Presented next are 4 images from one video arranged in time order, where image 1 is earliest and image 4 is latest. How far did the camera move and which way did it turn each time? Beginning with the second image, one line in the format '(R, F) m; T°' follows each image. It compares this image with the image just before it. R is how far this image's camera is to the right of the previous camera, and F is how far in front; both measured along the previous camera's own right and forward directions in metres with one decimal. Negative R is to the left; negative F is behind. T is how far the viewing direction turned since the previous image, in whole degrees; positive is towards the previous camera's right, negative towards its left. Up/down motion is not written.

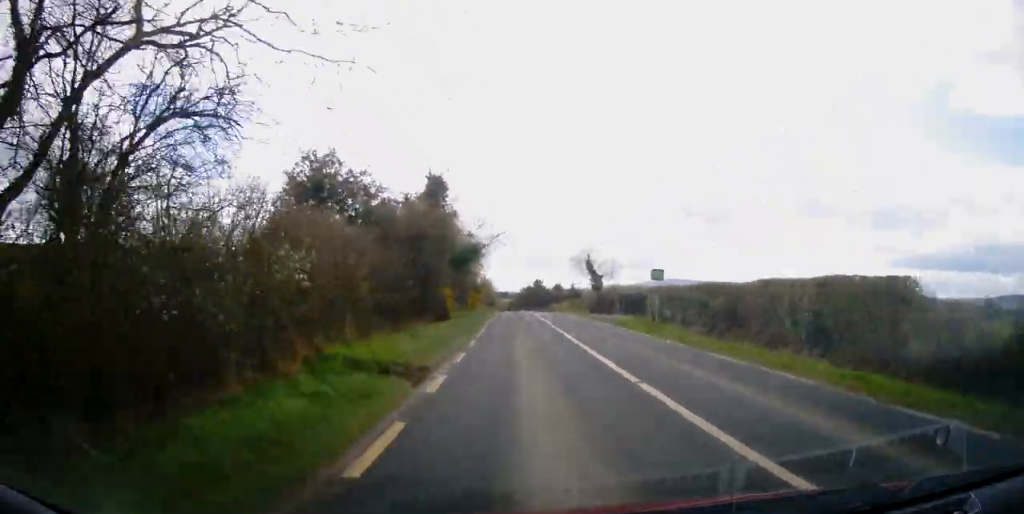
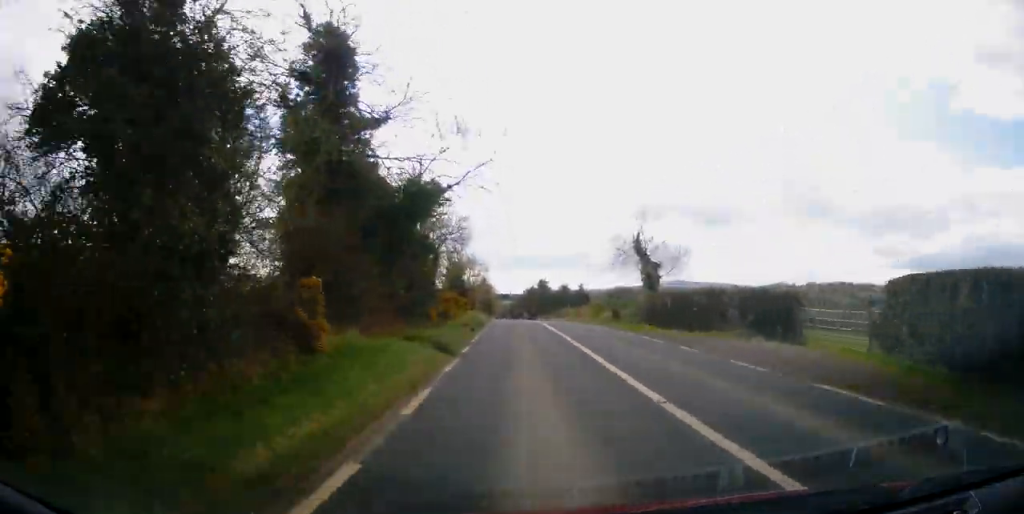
(+0.3, +26.1) m; +1°
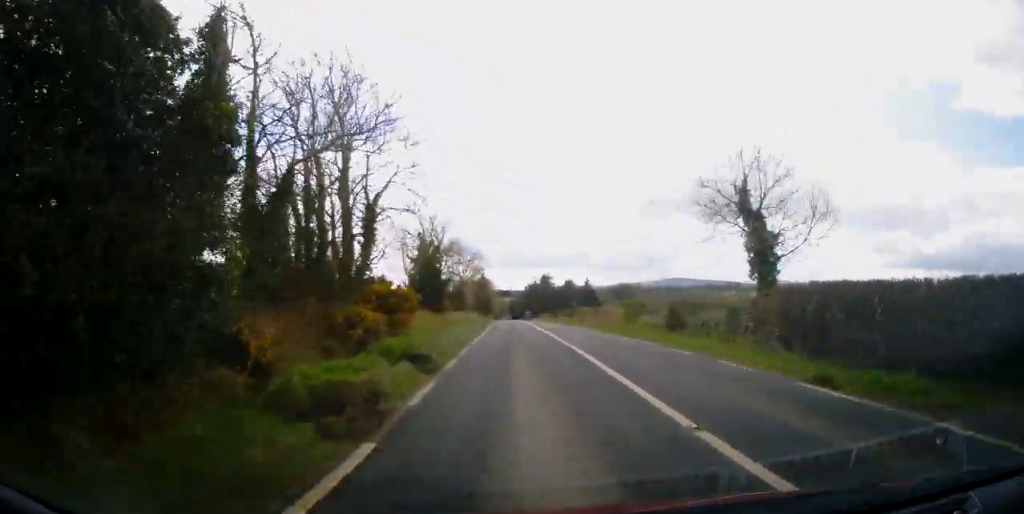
(0.0, +19.8) m; 0°
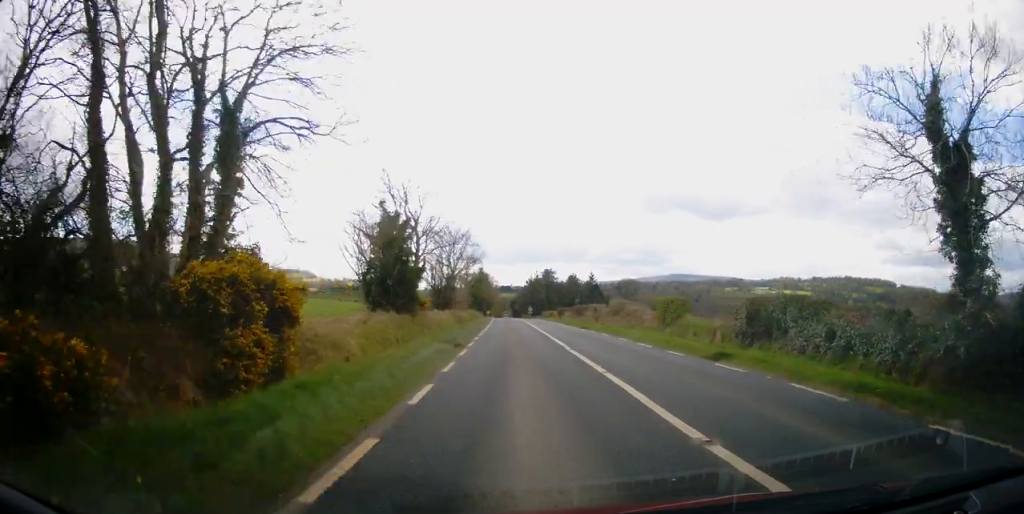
(0.0, +11.9) m; 0°
